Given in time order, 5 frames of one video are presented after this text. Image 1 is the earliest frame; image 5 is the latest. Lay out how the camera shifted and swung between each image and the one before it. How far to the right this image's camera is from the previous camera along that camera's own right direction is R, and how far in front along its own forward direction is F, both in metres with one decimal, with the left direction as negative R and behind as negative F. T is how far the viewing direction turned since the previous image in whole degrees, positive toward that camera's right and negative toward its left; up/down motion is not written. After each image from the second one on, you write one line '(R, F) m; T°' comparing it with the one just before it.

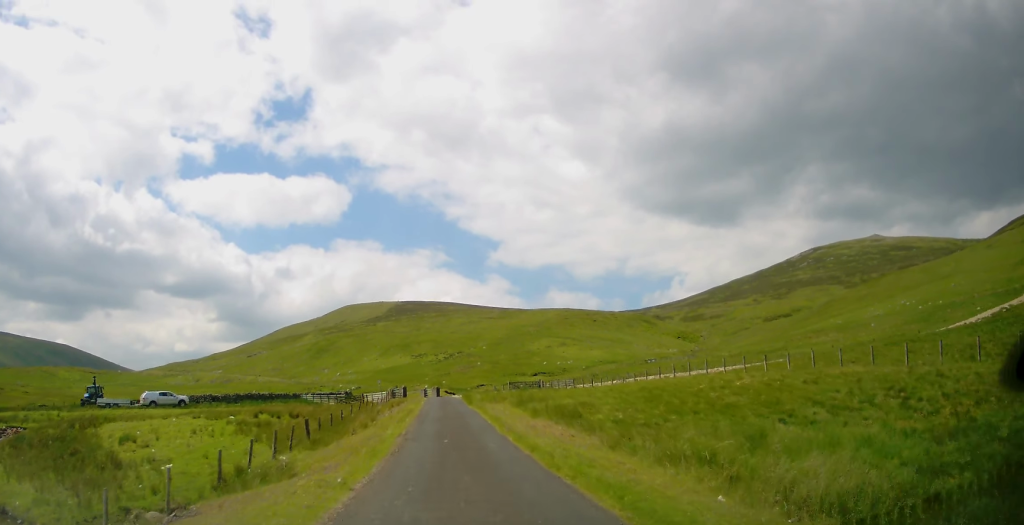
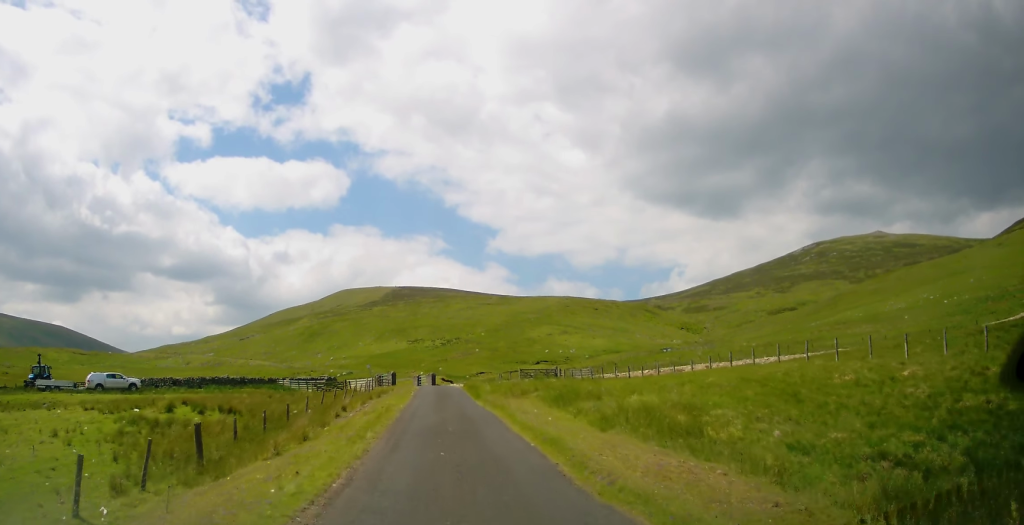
(+0.3, +10.9) m; -1°
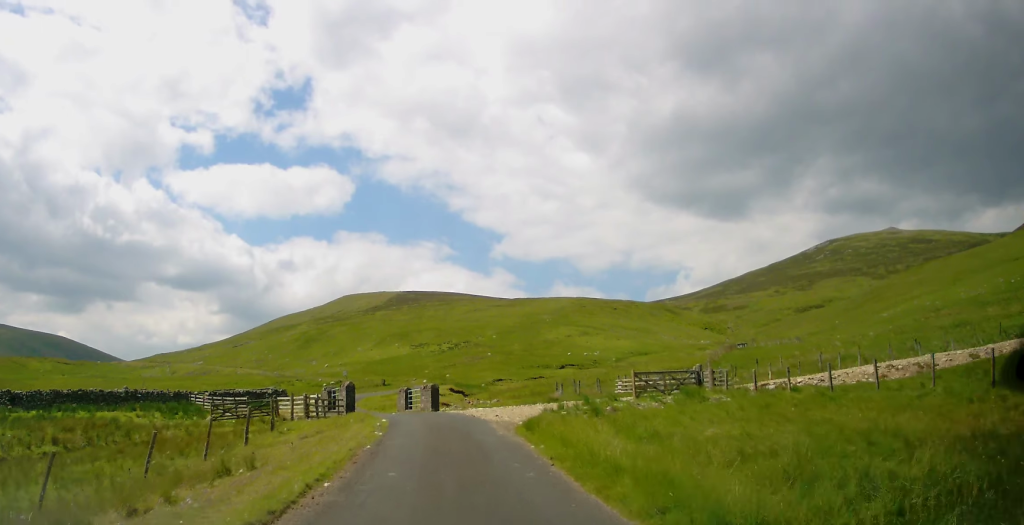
(-0.1, +30.0) m; +1°
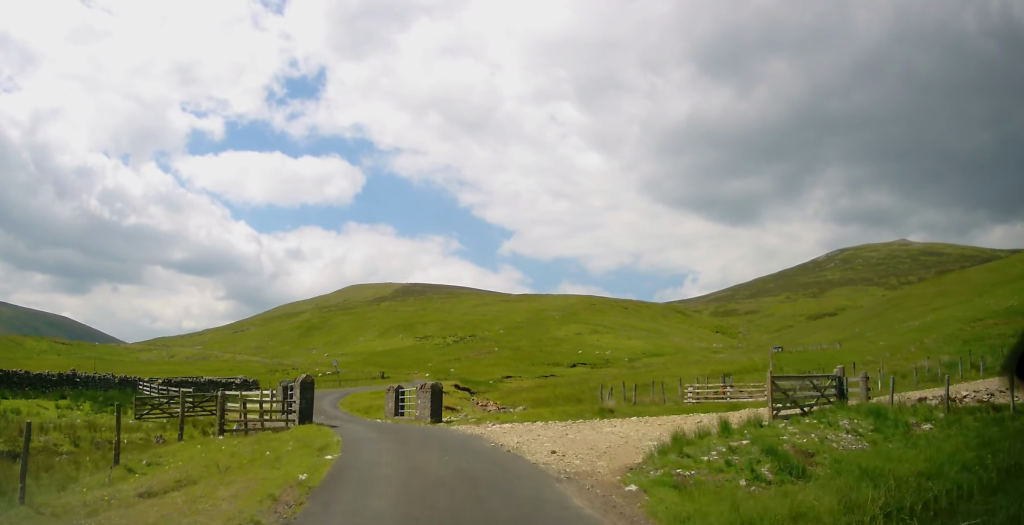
(-0.5, +9.9) m; -3°
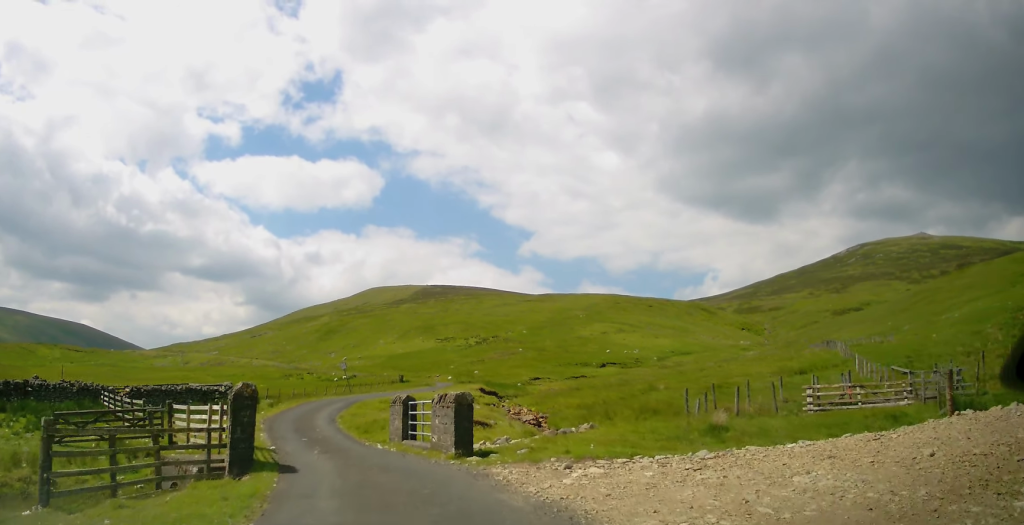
(0.0, +8.3) m; 0°
